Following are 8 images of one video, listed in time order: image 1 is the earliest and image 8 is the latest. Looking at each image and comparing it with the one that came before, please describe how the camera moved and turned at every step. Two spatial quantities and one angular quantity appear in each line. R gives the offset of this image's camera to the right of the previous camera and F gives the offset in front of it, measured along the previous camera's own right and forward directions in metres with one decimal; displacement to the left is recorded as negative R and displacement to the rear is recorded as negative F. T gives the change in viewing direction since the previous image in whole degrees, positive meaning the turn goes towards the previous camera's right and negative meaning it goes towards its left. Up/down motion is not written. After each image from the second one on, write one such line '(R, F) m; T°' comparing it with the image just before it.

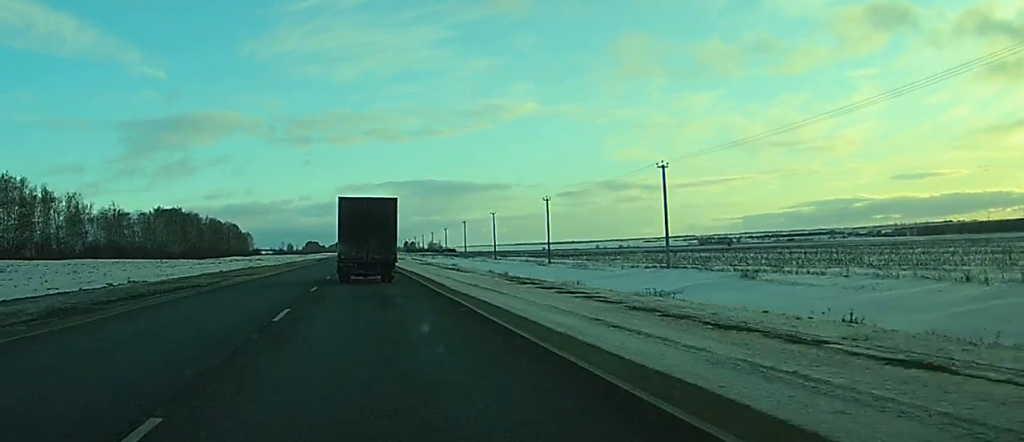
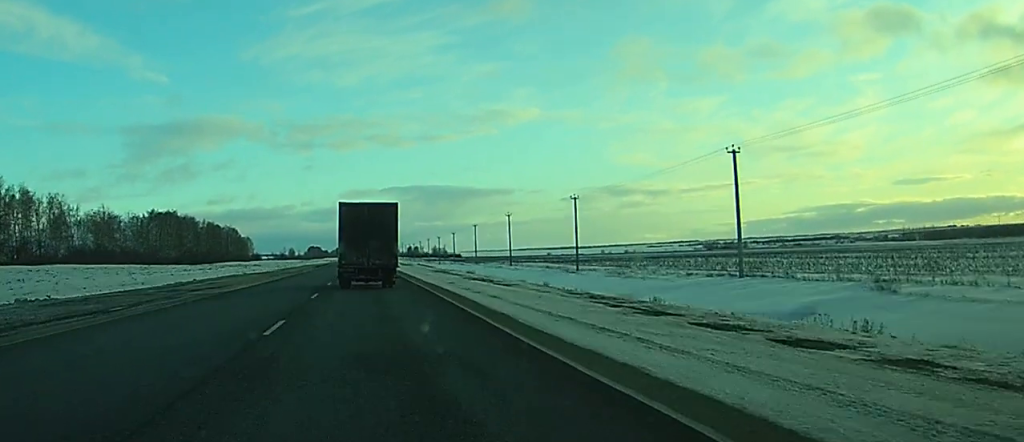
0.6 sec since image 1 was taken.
(0.0, +13.6) m; 0°
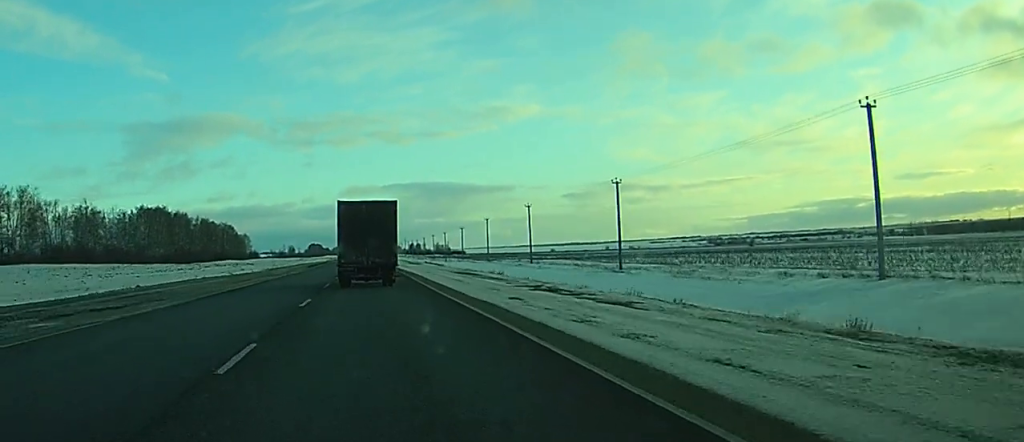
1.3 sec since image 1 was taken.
(0.0, +16.6) m; 0°
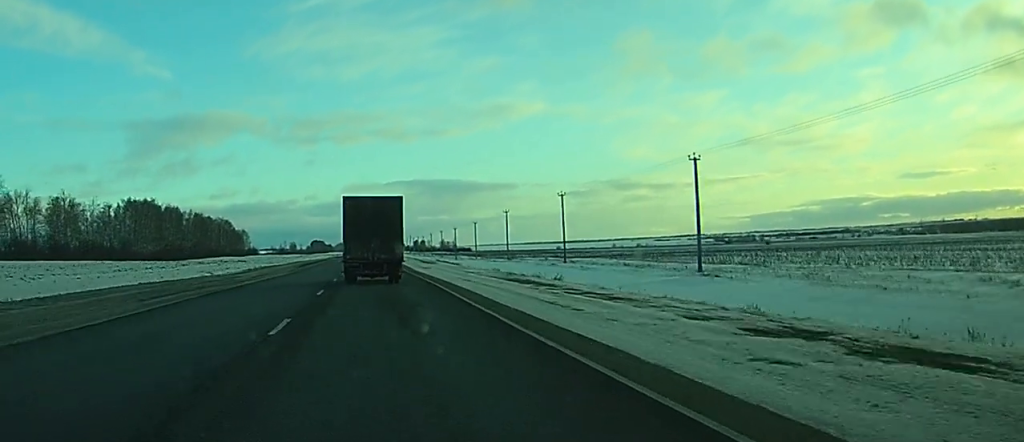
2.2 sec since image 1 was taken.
(+0.1, +19.7) m; 0°
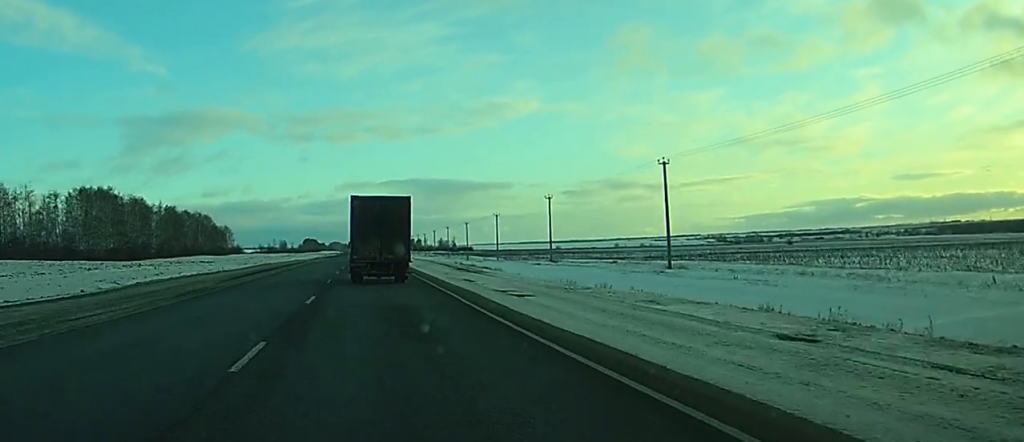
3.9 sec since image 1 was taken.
(0.0, +39.4) m; 0°
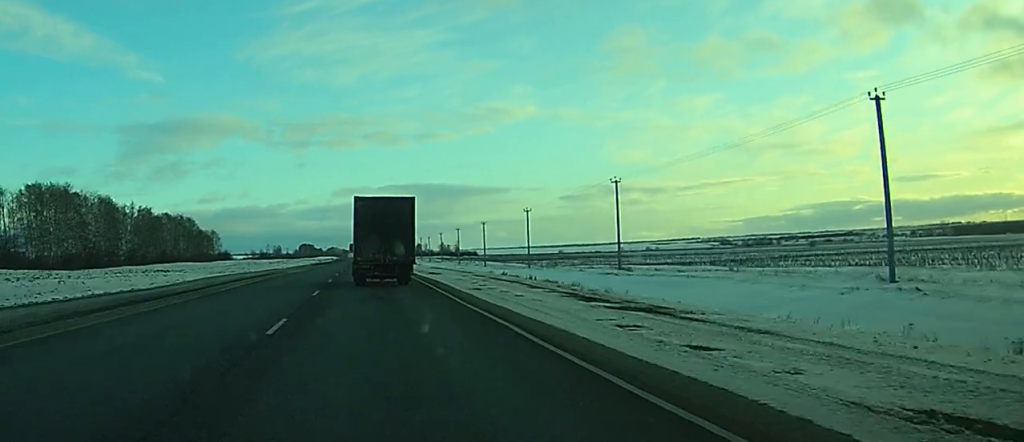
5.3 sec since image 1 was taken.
(0.0, +31.4) m; 0°
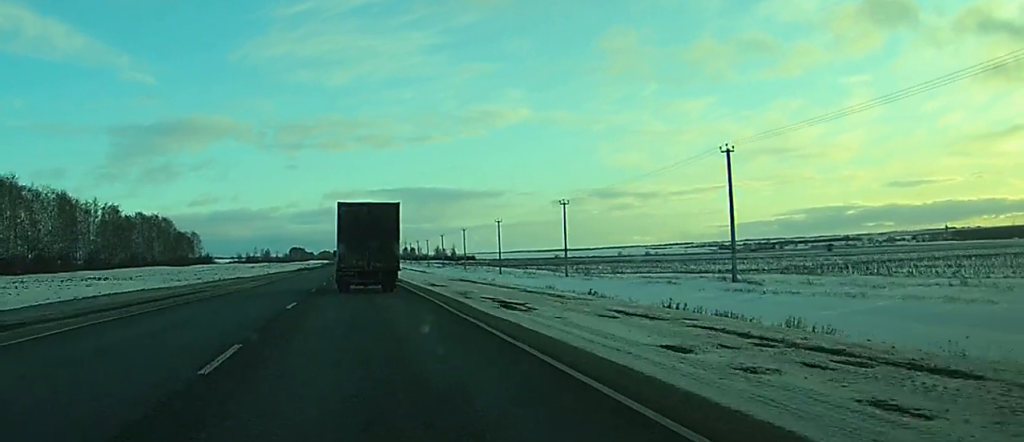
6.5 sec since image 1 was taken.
(+0.1, +27.9) m; 0°
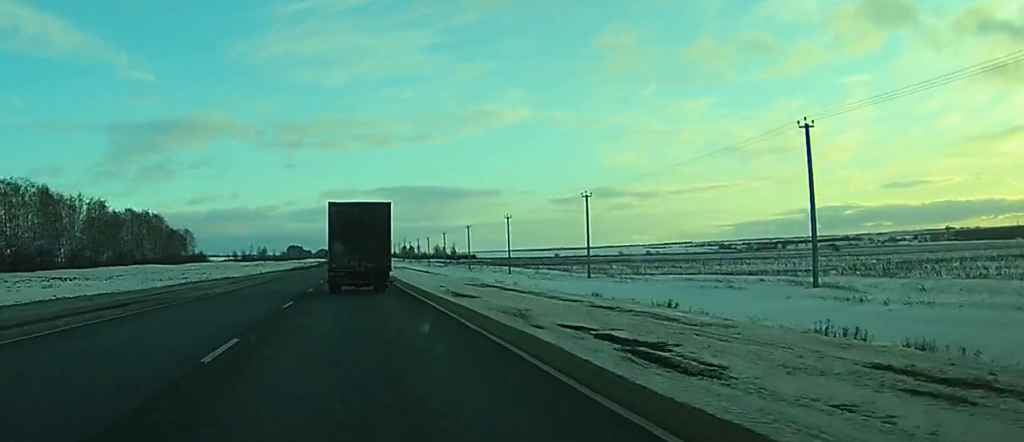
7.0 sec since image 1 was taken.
(0.0, +10.9) m; 0°
